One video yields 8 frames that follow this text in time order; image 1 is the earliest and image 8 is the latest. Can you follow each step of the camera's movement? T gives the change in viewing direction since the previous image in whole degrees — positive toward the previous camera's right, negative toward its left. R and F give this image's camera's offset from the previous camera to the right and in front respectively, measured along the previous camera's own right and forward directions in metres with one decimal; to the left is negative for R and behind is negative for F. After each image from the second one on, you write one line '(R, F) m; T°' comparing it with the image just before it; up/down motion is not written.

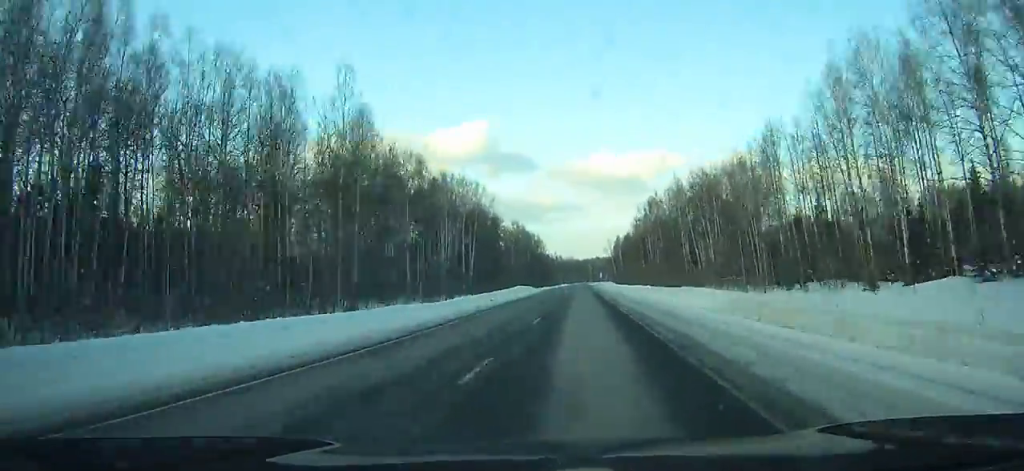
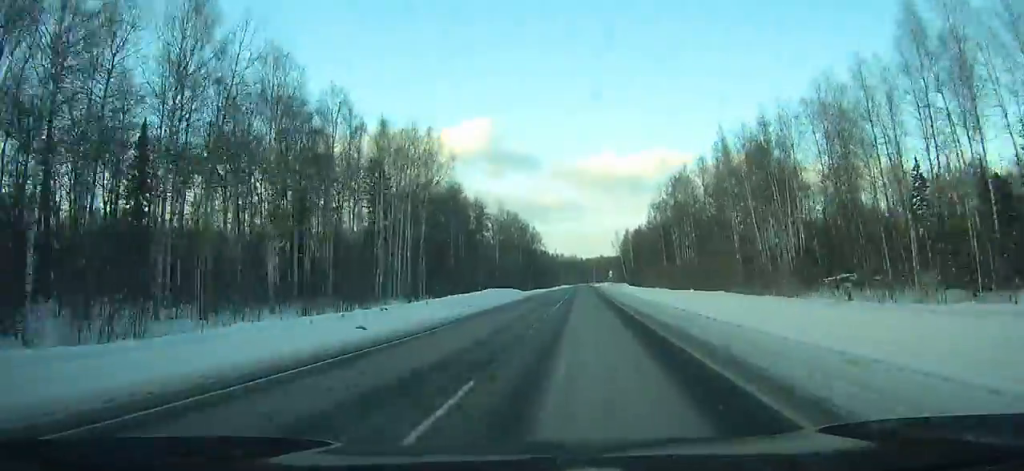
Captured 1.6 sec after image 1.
(-0.4, +39.0) m; 0°
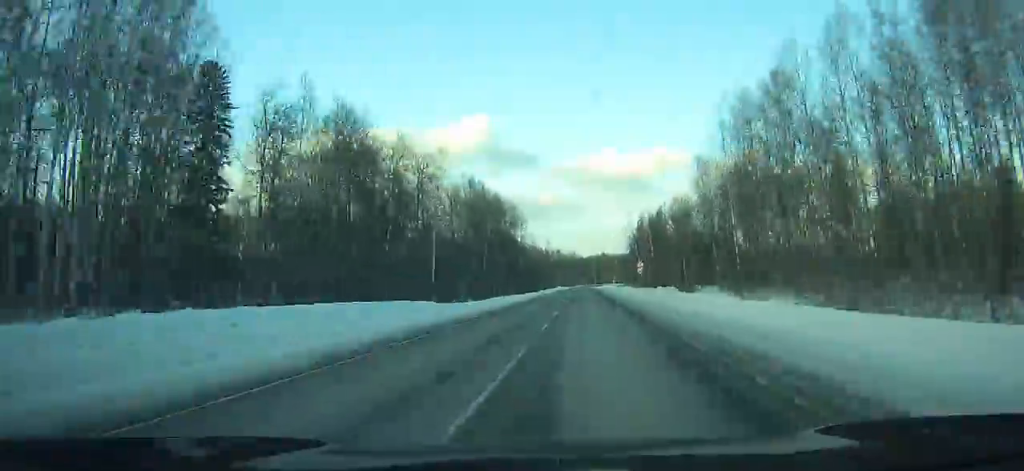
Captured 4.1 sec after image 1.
(+0.2, +61.5) m; 0°
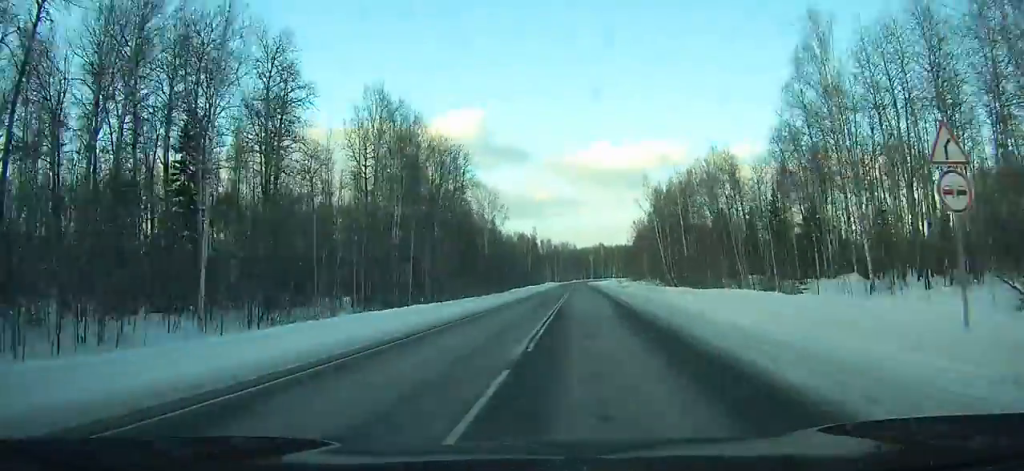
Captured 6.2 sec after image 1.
(+0.2, +51.9) m; 0°
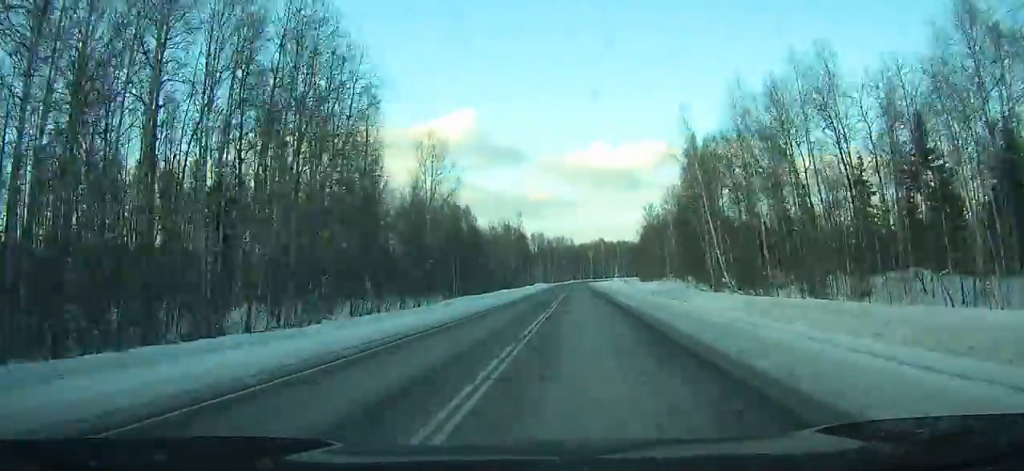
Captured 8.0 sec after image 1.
(+0.2, +44.5) m; 0°
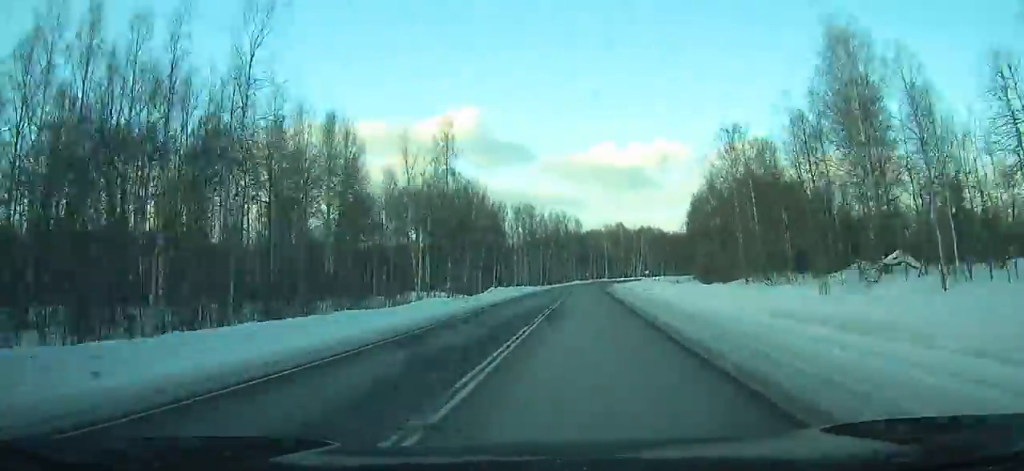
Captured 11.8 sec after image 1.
(-0.7, +92.3) m; 0°
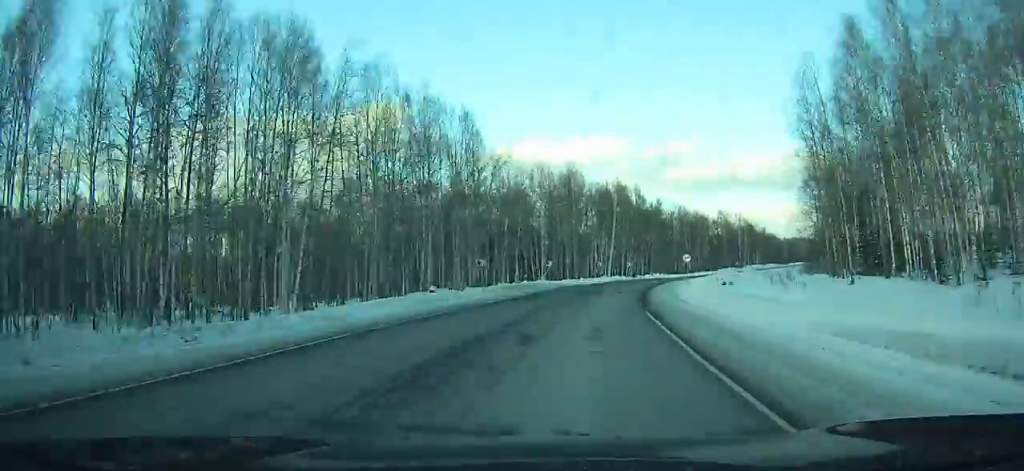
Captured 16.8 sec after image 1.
(+2.3, +115.8) m; +8°
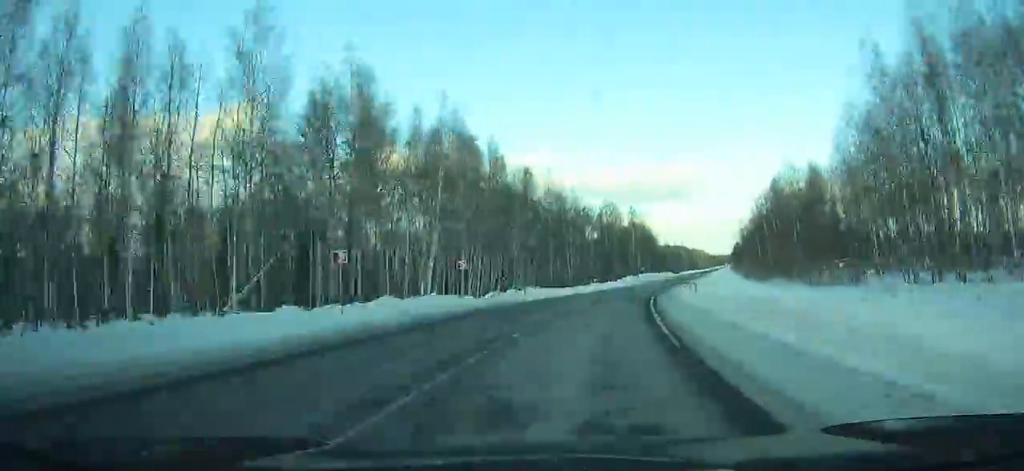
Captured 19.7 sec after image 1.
(+6.8, +63.3) m; +13°
